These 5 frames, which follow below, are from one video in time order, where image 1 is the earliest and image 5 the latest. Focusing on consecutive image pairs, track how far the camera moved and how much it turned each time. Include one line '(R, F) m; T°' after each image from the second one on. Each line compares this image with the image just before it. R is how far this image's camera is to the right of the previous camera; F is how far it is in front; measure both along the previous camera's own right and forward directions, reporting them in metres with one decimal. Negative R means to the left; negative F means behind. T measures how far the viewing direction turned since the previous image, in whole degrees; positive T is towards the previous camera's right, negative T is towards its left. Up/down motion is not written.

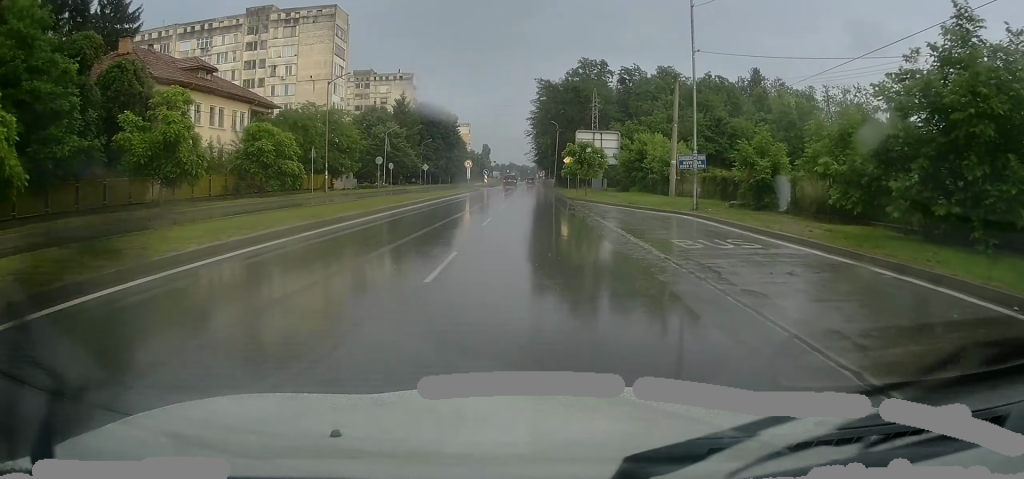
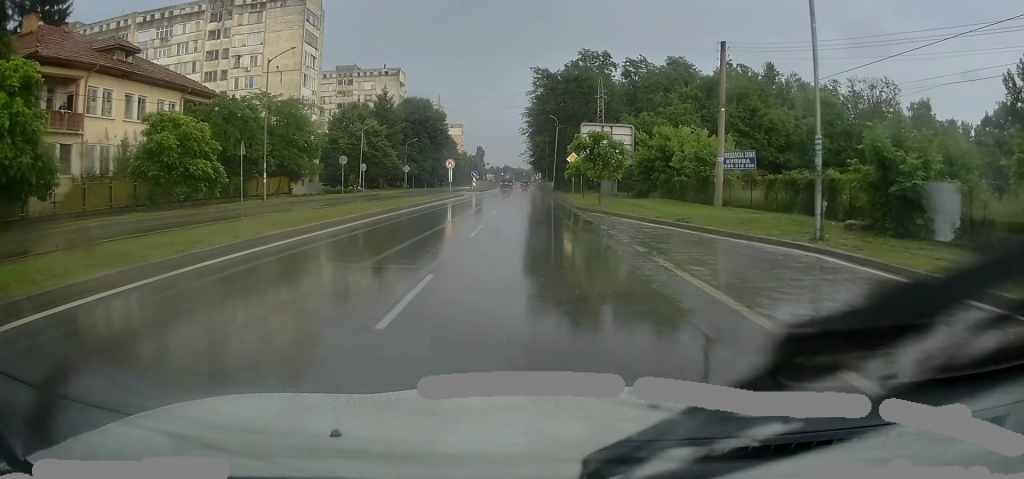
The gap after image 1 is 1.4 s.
(-0.1, +10.4) m; -3°
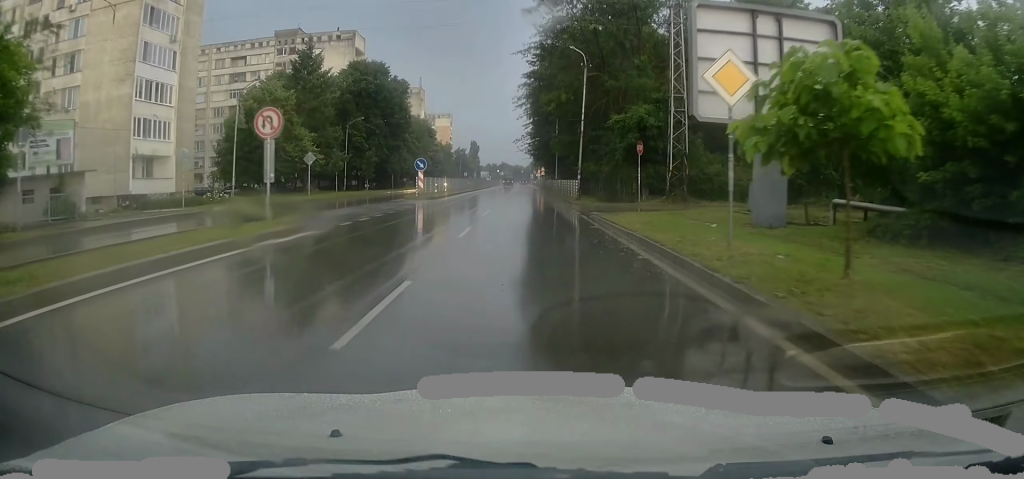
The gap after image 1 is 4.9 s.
(+0.5, +32.9) m; +1°
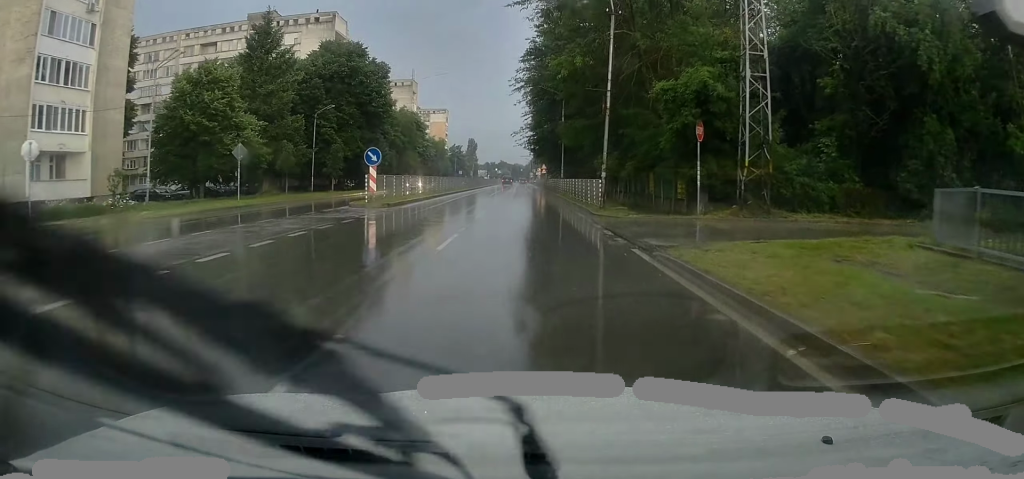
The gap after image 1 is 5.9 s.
(-0.6, +11.1) m; -1°
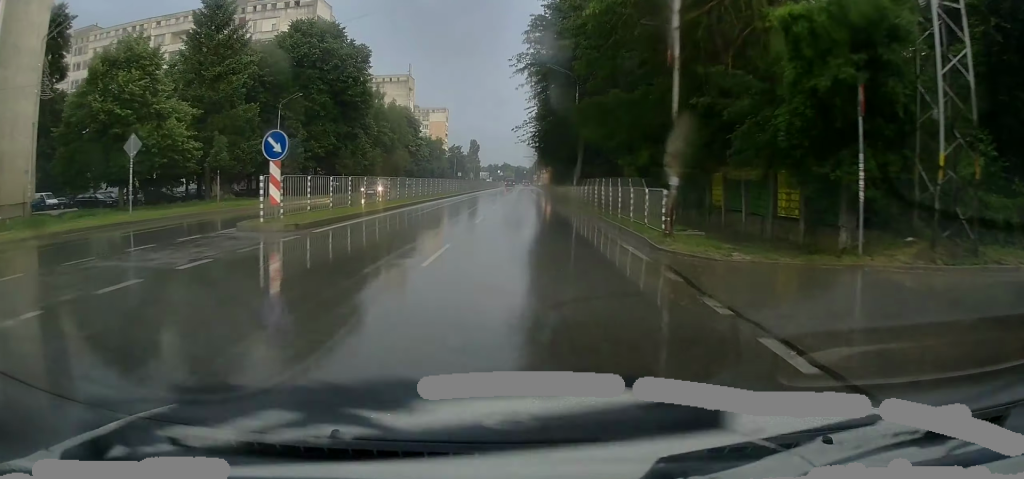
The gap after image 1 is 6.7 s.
(+0.2, +10.6) m; -1°
